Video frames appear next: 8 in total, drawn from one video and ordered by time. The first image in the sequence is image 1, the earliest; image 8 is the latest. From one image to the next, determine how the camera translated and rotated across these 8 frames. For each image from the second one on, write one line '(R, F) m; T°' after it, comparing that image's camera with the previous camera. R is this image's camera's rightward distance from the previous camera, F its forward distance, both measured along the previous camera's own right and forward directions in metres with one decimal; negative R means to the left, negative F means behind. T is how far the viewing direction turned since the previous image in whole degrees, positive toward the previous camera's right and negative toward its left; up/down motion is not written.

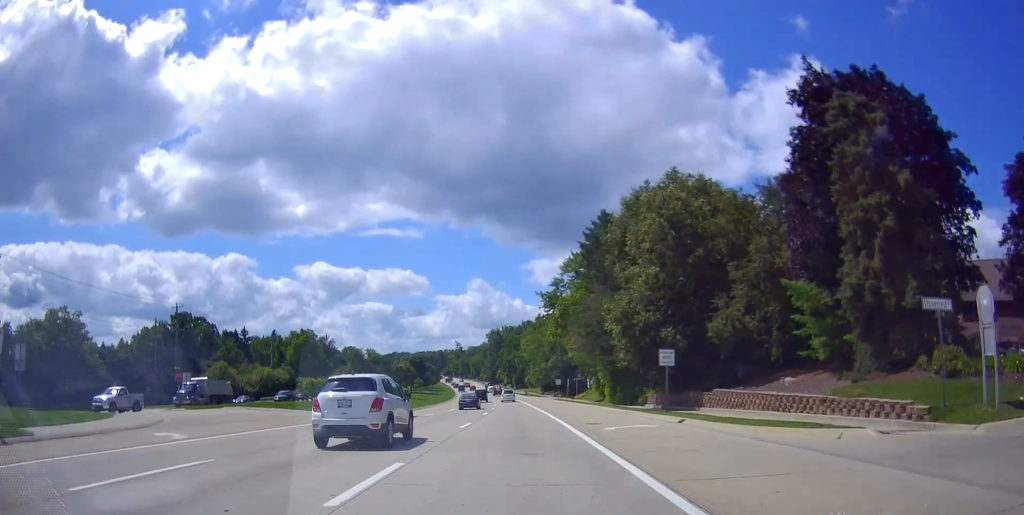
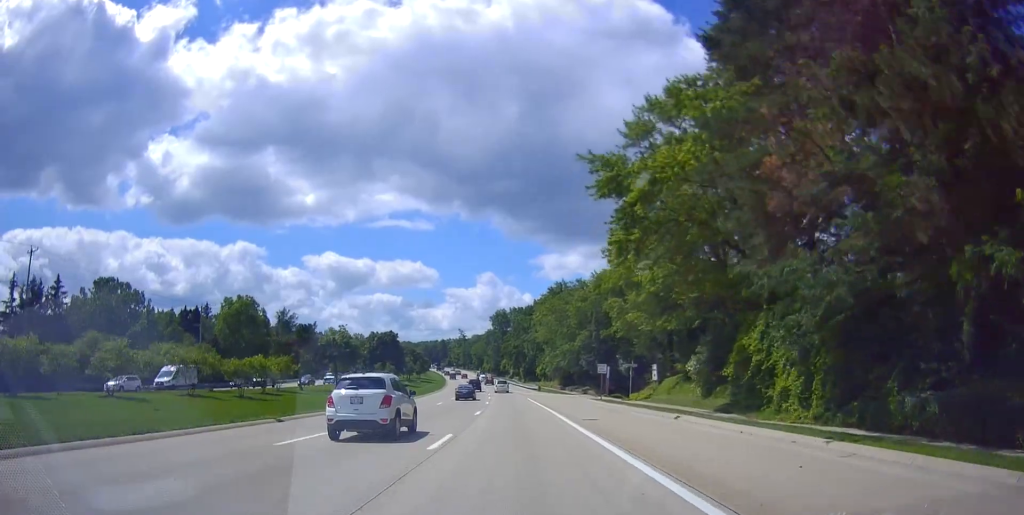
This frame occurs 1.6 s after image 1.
(-0.7, +38.3) m; 0°
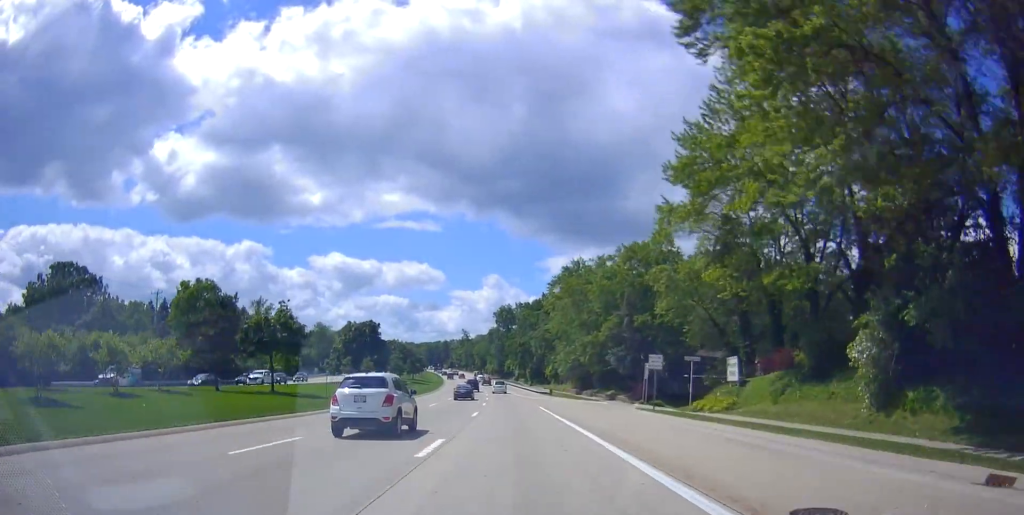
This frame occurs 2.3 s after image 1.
(+0.7, +17.0) m; +1°
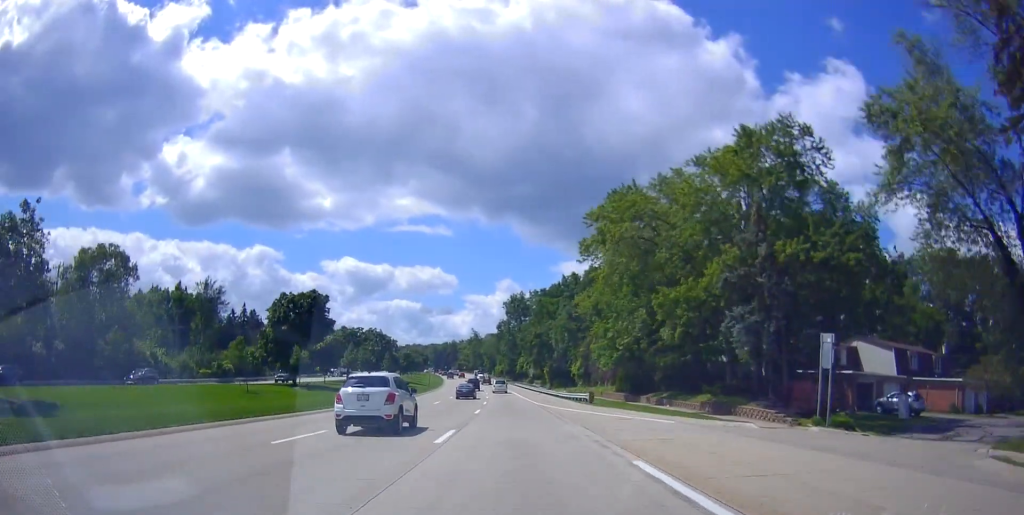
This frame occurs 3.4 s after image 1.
(-0.3, +27.6) m; -1°
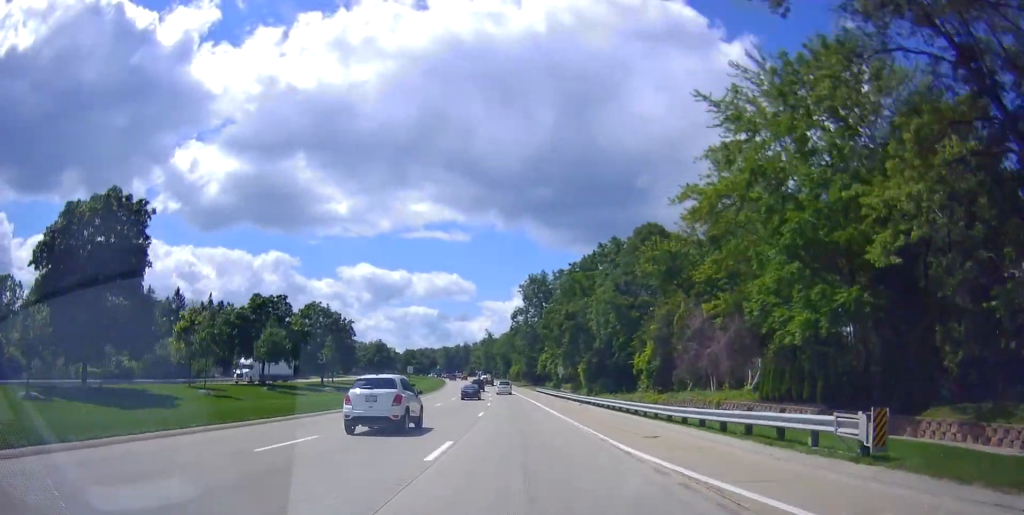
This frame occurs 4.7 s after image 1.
(-0.4, +31.9) m; -1°
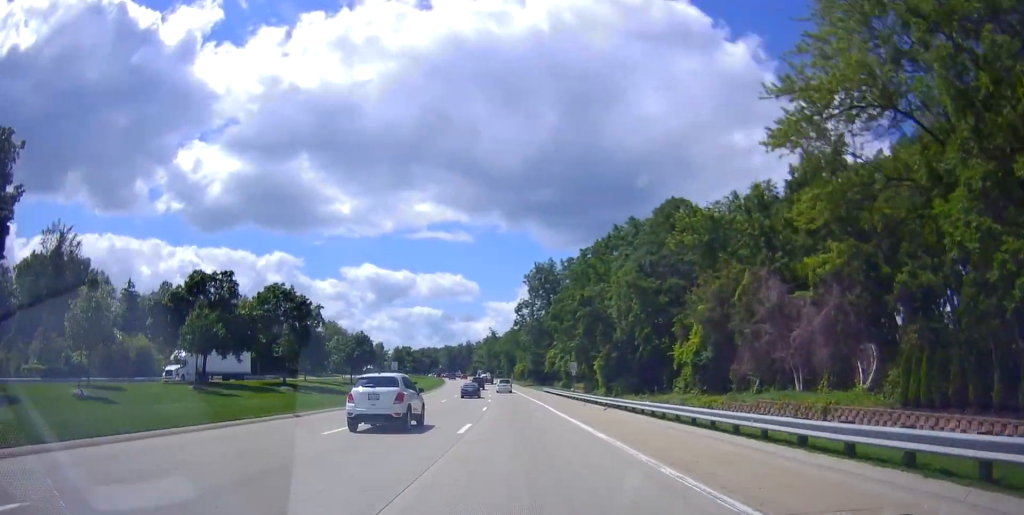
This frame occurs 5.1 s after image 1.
(0.0, +10.7) m; -1°
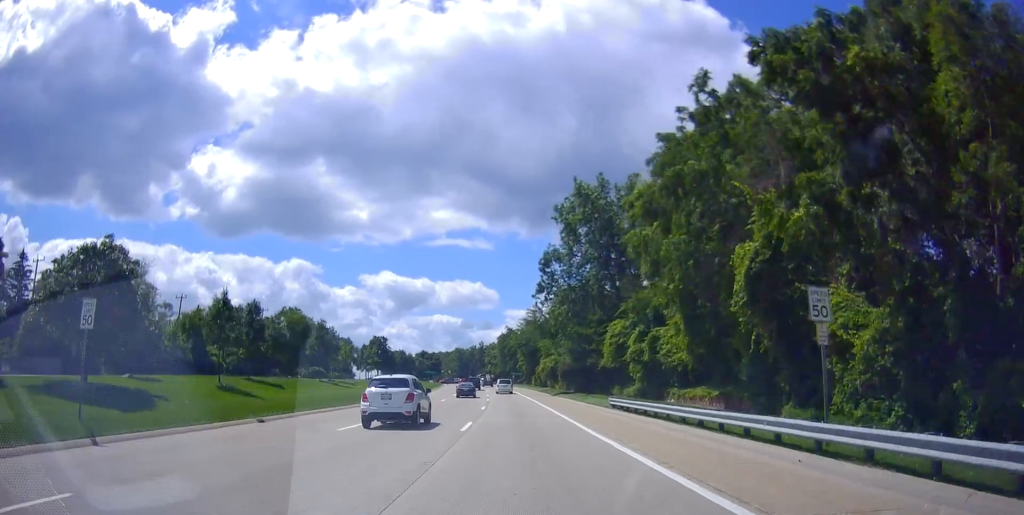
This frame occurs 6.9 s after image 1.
(-0.6, +44.5) m; 0°
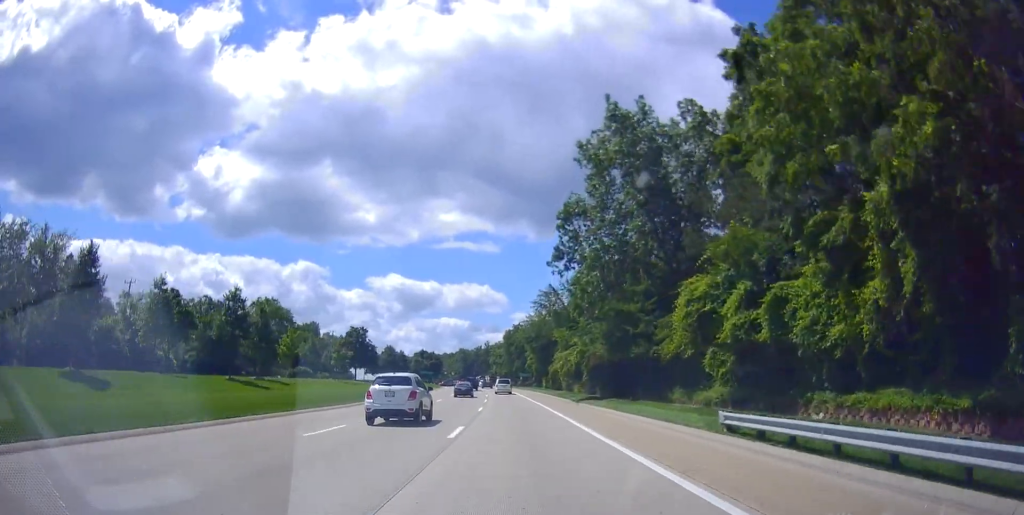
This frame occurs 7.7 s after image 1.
(+0.1, +18.2) m; 0°
